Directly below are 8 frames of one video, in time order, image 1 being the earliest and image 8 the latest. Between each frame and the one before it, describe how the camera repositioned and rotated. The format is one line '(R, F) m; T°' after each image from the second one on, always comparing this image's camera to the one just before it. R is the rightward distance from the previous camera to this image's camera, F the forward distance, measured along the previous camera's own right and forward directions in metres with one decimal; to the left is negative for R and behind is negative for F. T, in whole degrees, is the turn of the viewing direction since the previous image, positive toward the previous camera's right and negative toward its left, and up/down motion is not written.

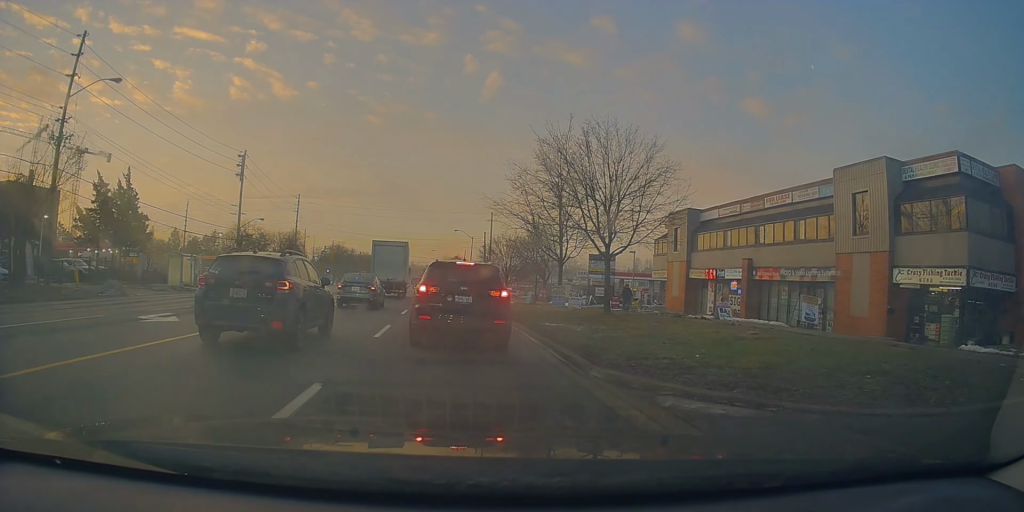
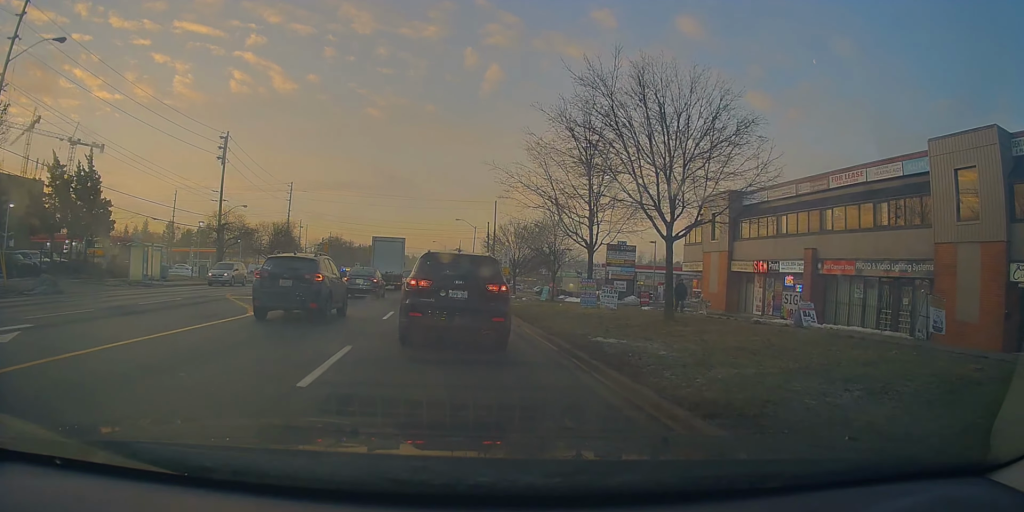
(0.0, +5.6) m; +4°
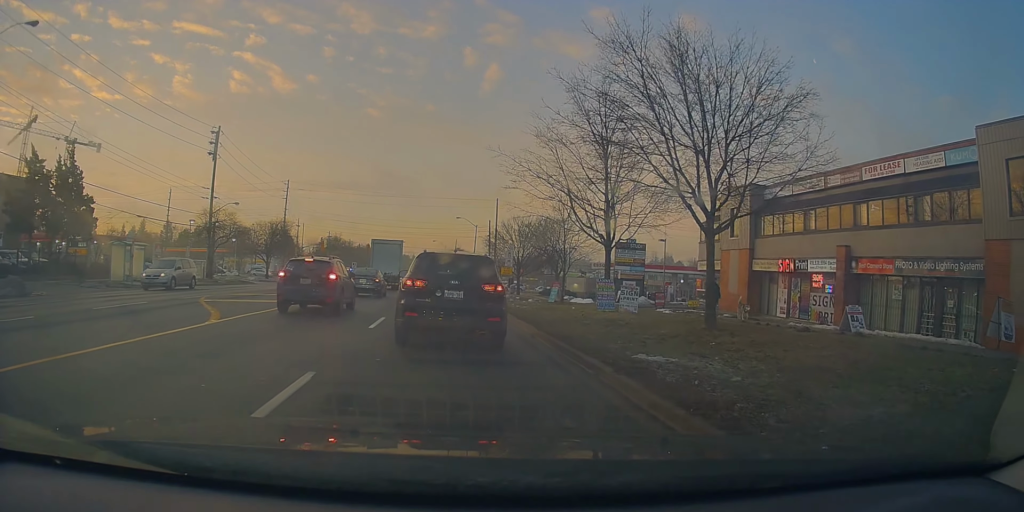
(+0.2, +2.8) m; 0°
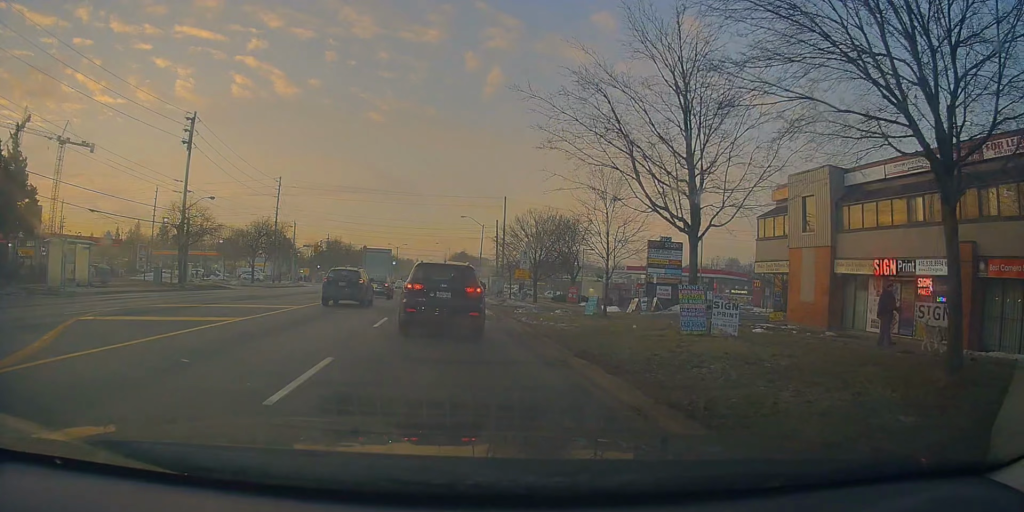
(-0.5, +7.7) m; -4°
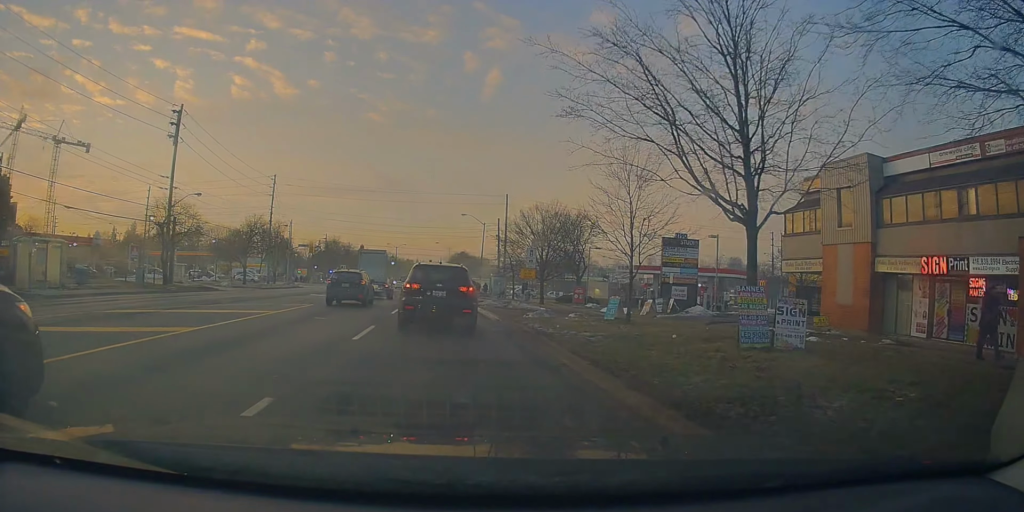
(0.0, +2.6) m; +1°
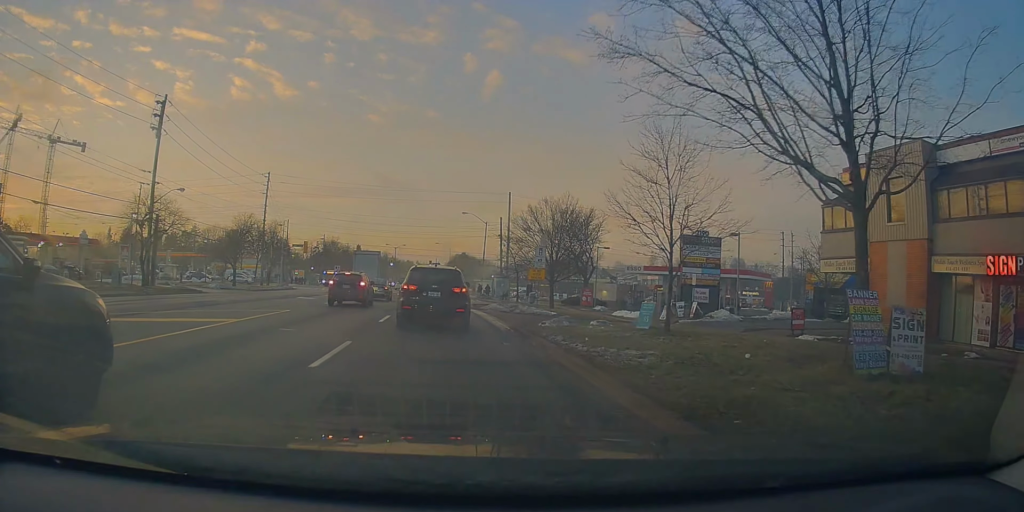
(+0.1, +3.3) m; +1°
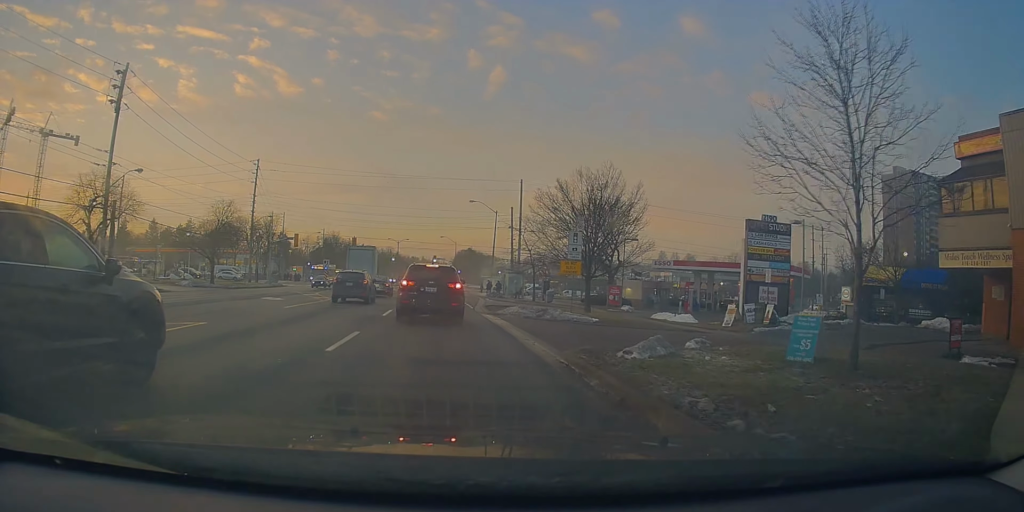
(0.0, +7.1) m; 0°
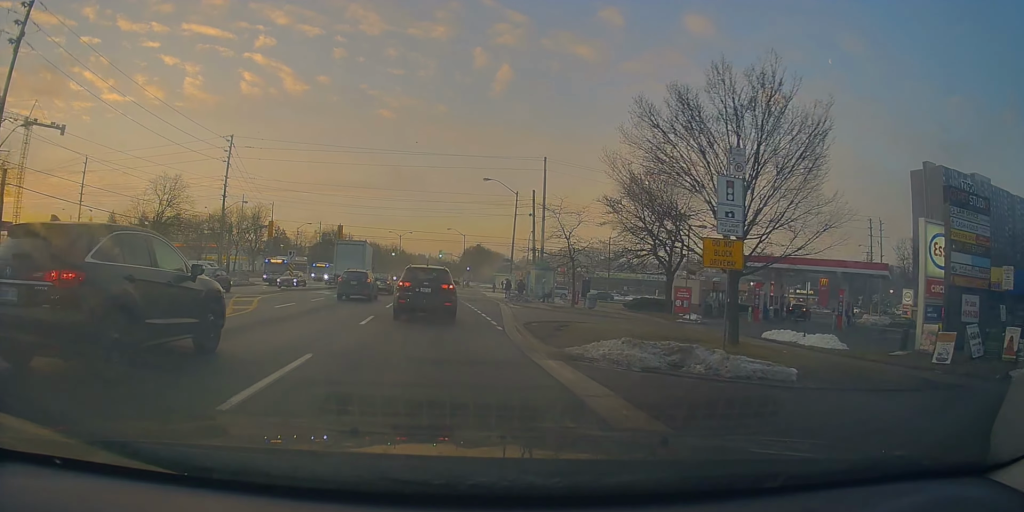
(-0.2, +13.4) m; -3°
